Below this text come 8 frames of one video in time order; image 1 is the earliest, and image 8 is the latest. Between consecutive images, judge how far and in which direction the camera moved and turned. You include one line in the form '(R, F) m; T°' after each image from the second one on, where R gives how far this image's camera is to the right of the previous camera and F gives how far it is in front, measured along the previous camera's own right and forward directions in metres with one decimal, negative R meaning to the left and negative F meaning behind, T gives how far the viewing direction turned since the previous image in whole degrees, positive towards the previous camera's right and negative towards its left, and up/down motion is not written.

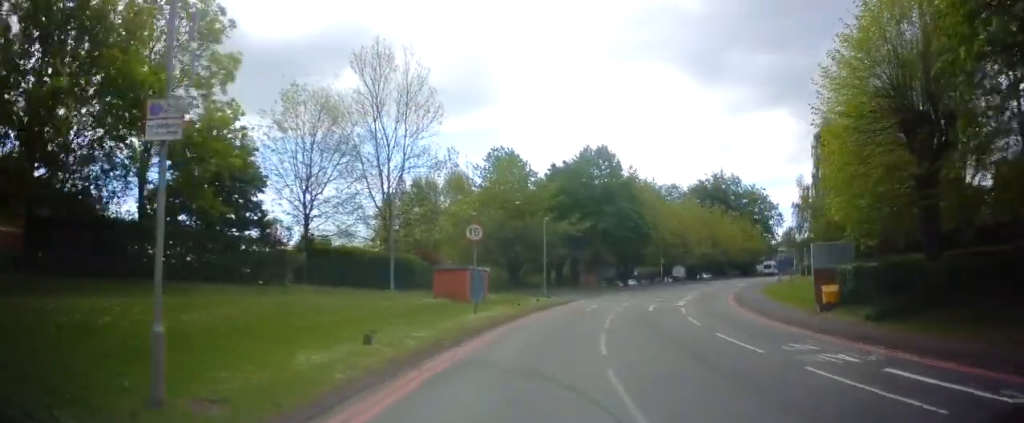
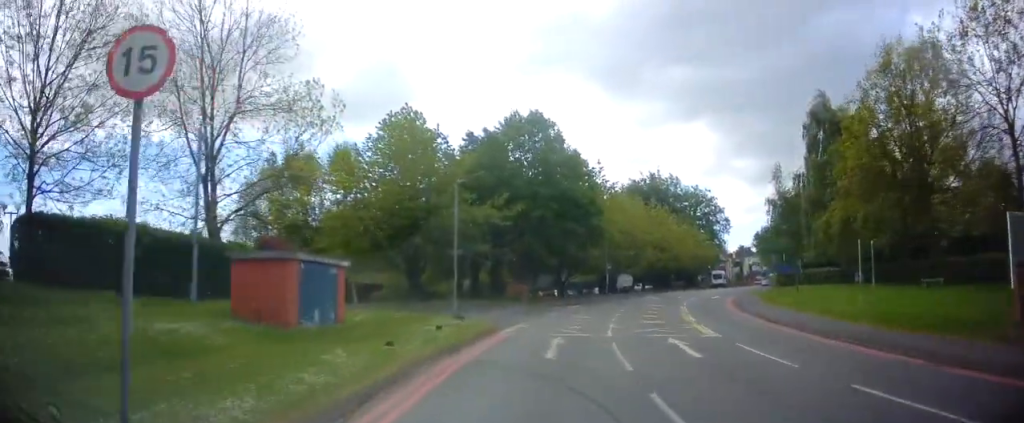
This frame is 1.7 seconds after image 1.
(+0.5, +13.8) m; +7°
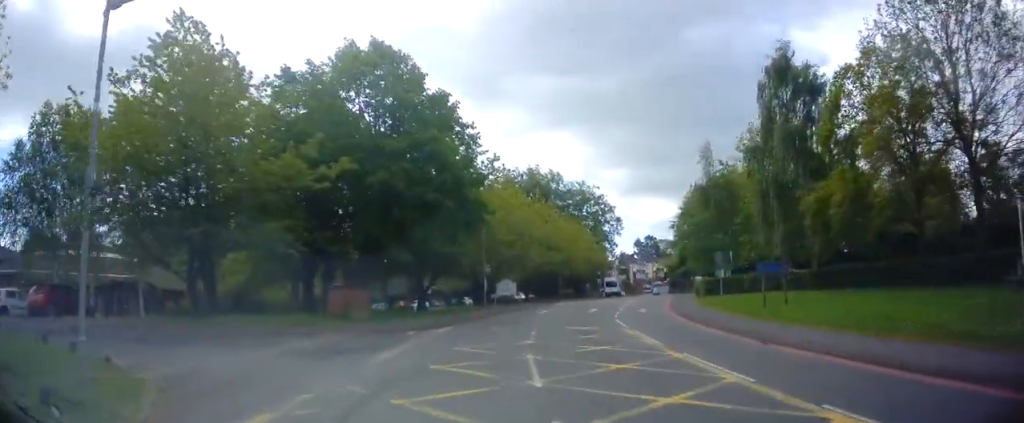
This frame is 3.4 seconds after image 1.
(+1.8, +13.2) m; +15°
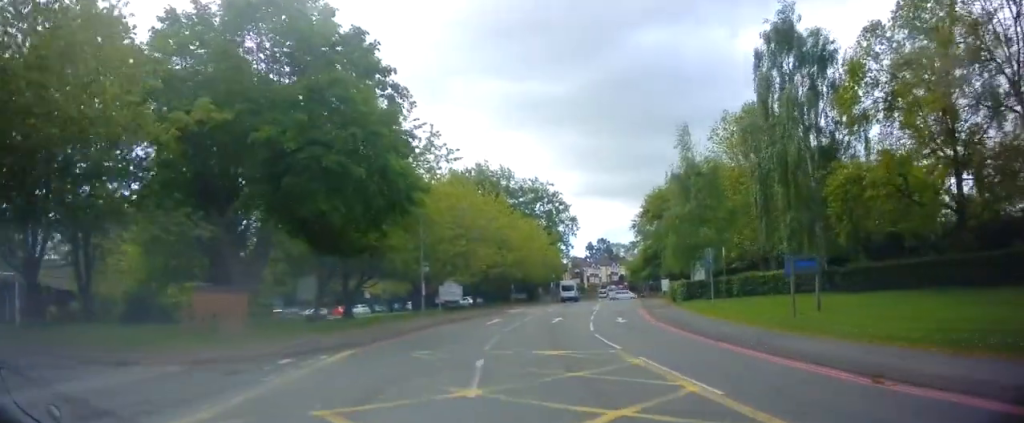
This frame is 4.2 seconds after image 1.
(+0.2, +6.5) m; +3°
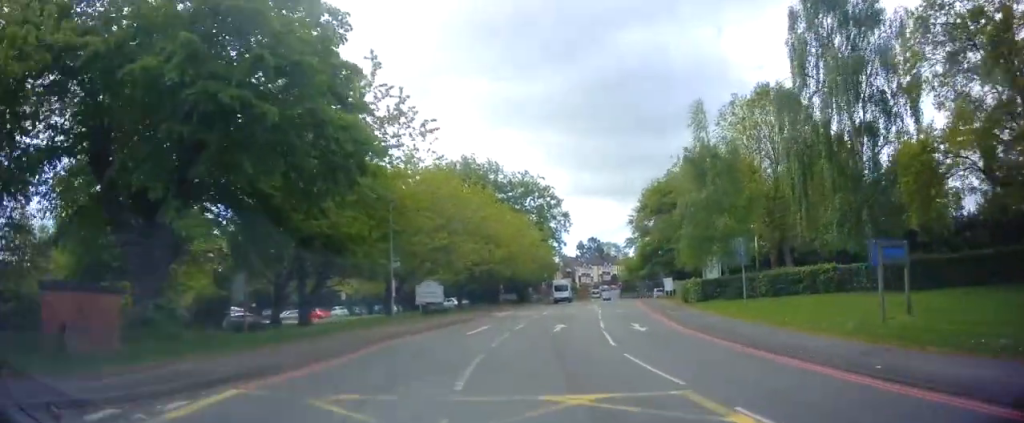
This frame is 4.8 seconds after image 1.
(+0.2, +5.3) m; +1°
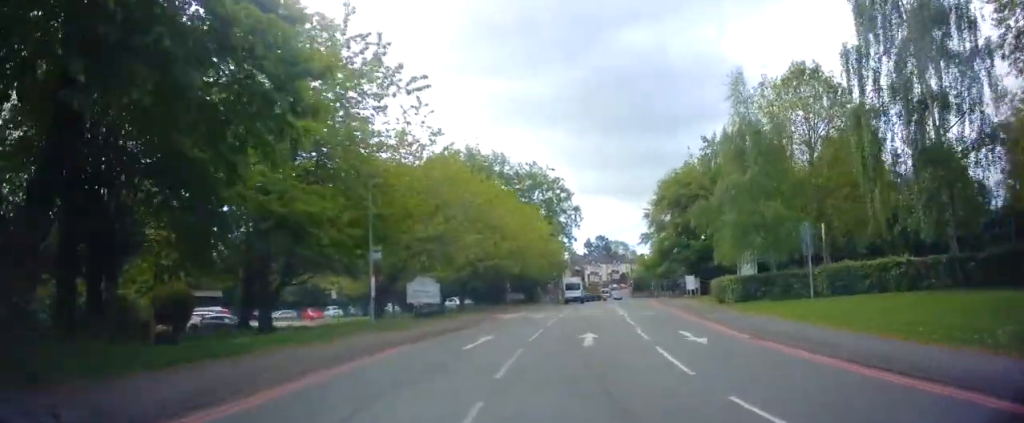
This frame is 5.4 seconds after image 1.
(+0.1, +5.1) m; +1°
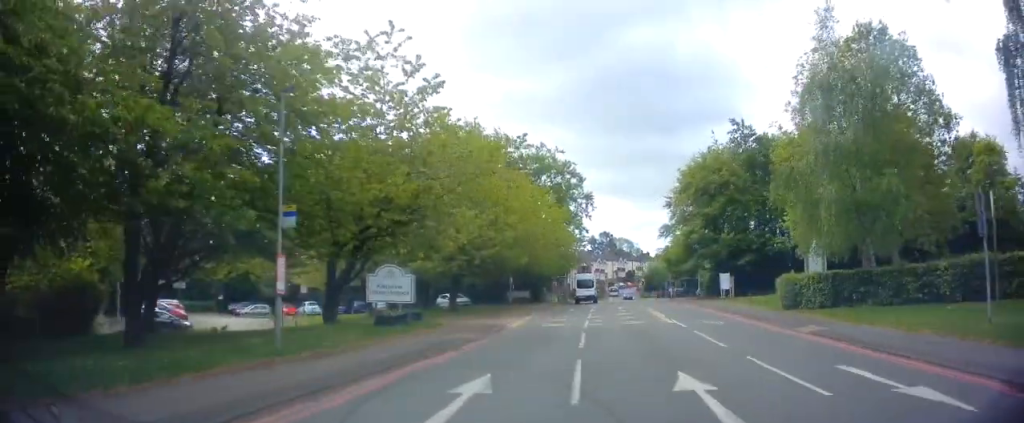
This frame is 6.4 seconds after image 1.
(0.0, +8.3) m; 0°
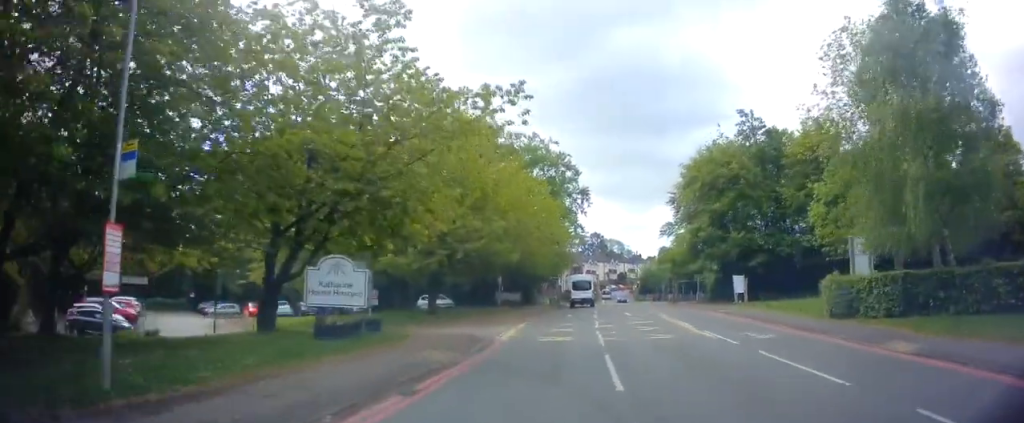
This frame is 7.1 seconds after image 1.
(0.0, +5.0) m; 0°
